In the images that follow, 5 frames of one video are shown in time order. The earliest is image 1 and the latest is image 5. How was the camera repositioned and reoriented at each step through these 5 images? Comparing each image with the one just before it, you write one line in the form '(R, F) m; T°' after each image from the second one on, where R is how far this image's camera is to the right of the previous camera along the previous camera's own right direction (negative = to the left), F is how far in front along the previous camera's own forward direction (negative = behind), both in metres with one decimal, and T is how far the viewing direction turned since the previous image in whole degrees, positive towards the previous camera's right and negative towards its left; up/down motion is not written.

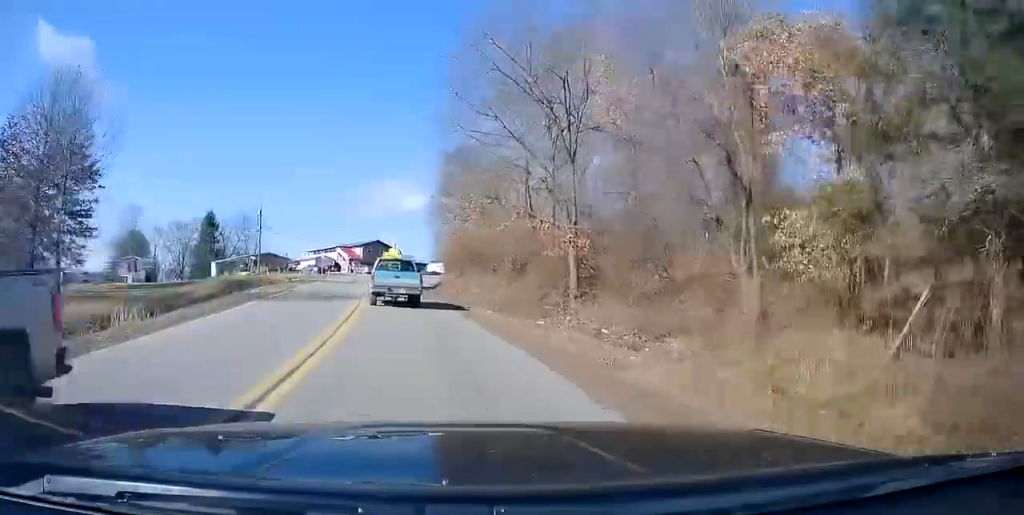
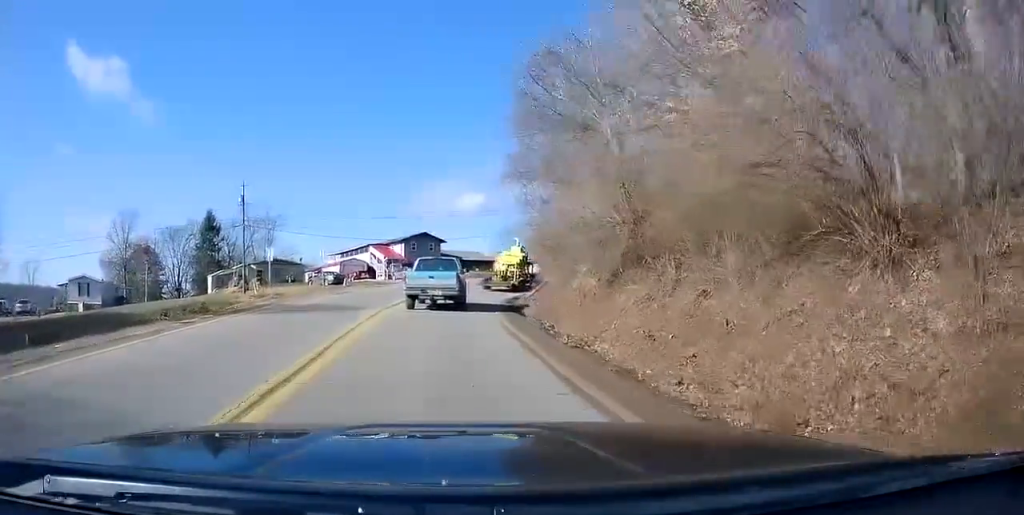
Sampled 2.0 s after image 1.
(-2.5, +26.0) m; -6°
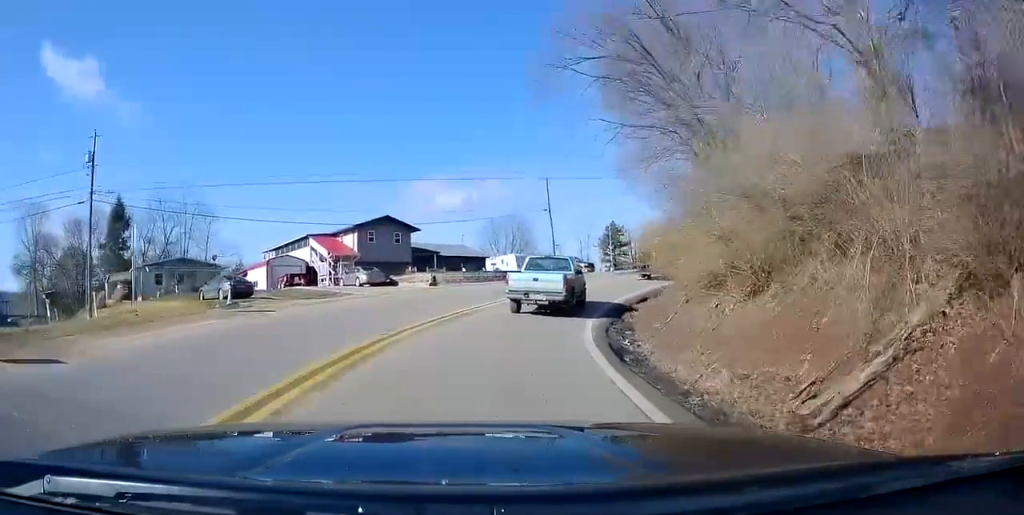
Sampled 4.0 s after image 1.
(+0.2, +22.6) m; +3°
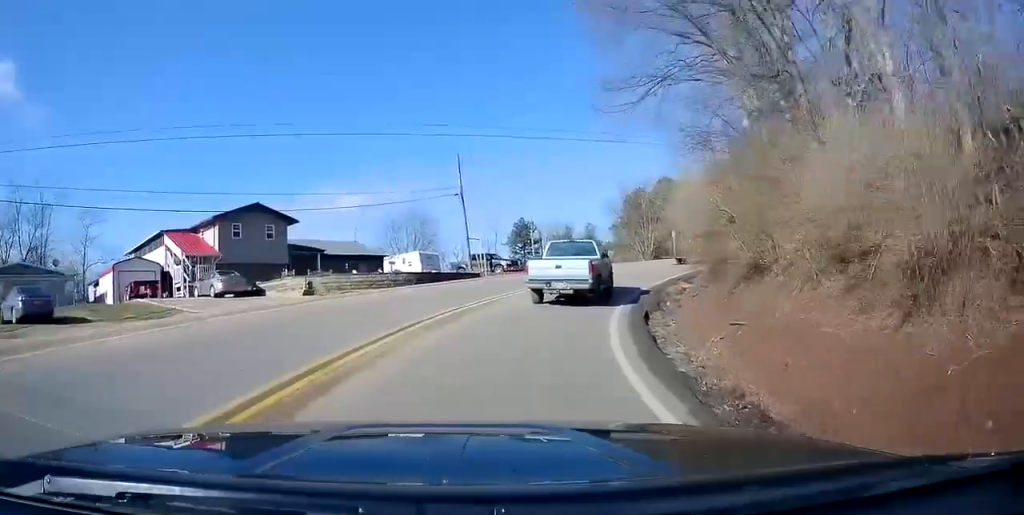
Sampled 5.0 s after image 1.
(+0.4, +11.3) m; +7°
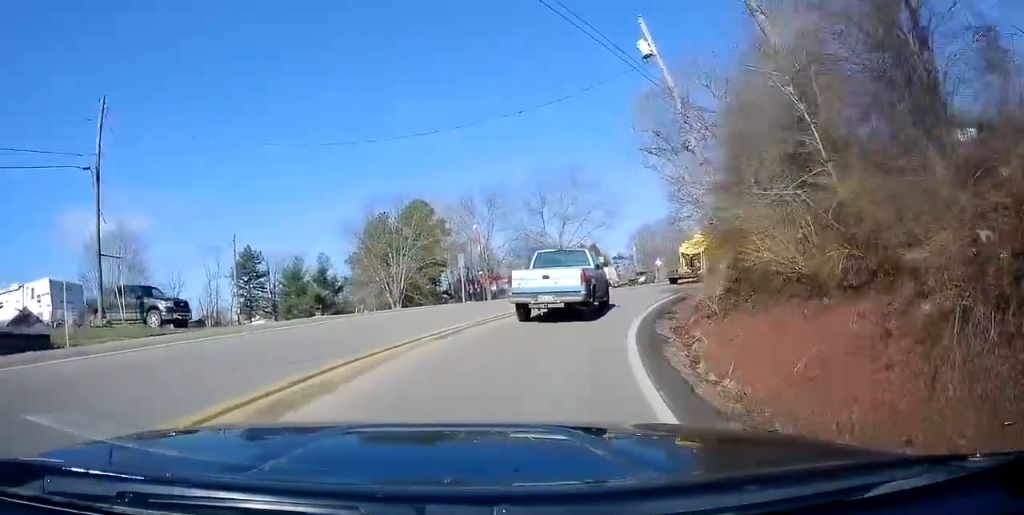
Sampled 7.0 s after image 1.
(+4.3, +20.3) m; +27°
